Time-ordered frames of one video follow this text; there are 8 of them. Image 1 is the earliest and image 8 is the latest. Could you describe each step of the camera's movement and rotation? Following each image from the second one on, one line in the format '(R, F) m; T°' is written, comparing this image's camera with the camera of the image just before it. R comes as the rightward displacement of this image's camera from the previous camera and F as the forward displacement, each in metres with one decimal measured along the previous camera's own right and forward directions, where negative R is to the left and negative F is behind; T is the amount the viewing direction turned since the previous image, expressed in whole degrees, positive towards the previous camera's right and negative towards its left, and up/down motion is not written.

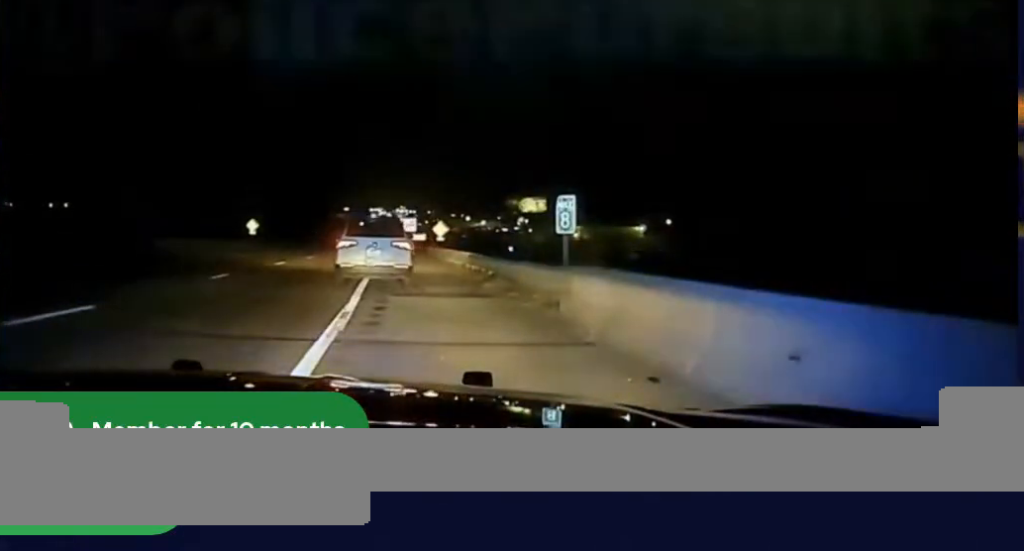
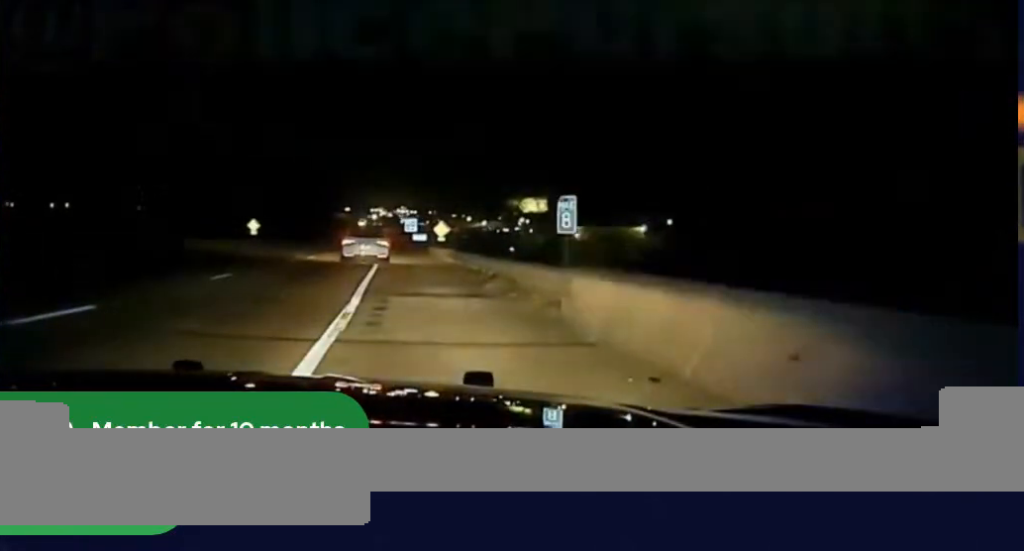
(0.0, 0.0) m; 0°
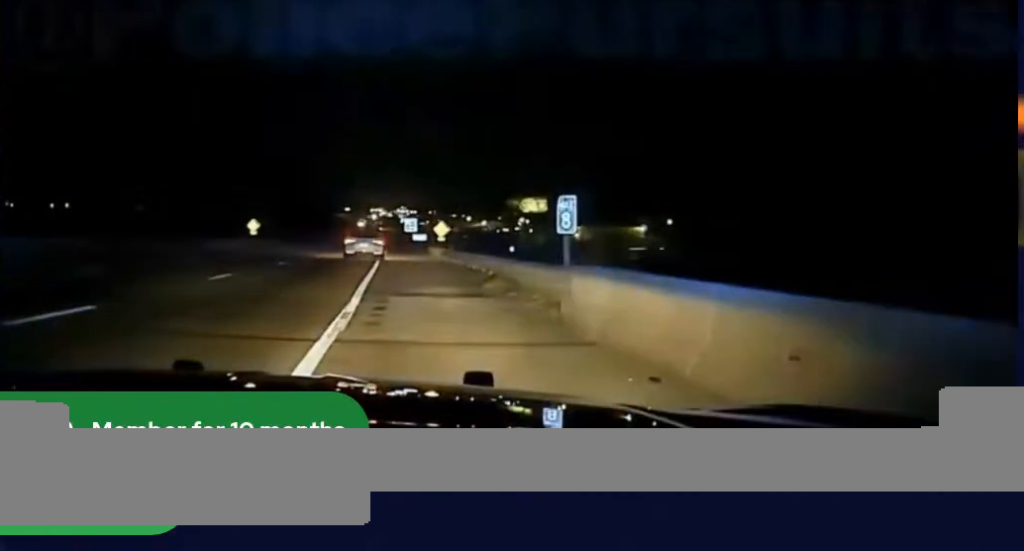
(0.0, 0.0) m; 0°
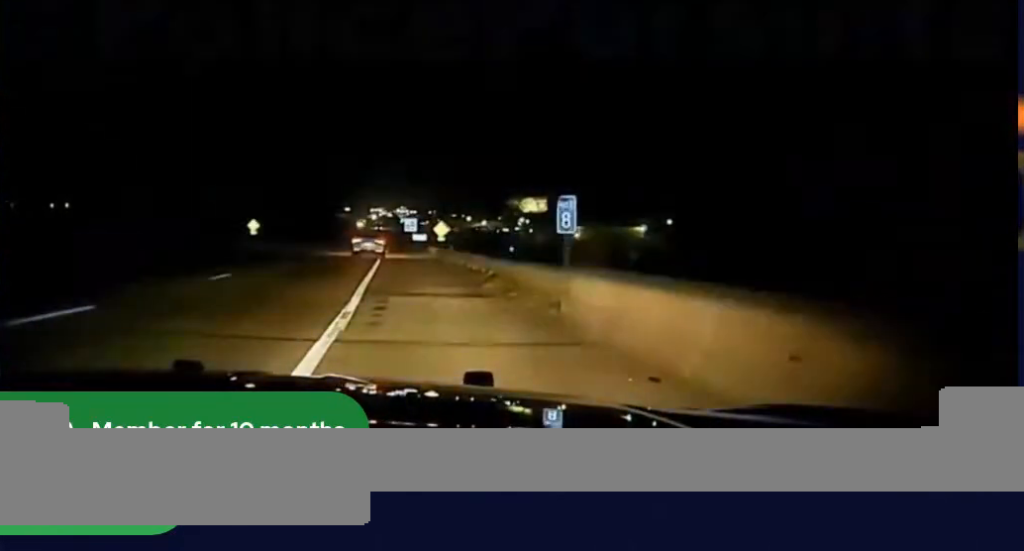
(0.0, 0.0) m; 0°
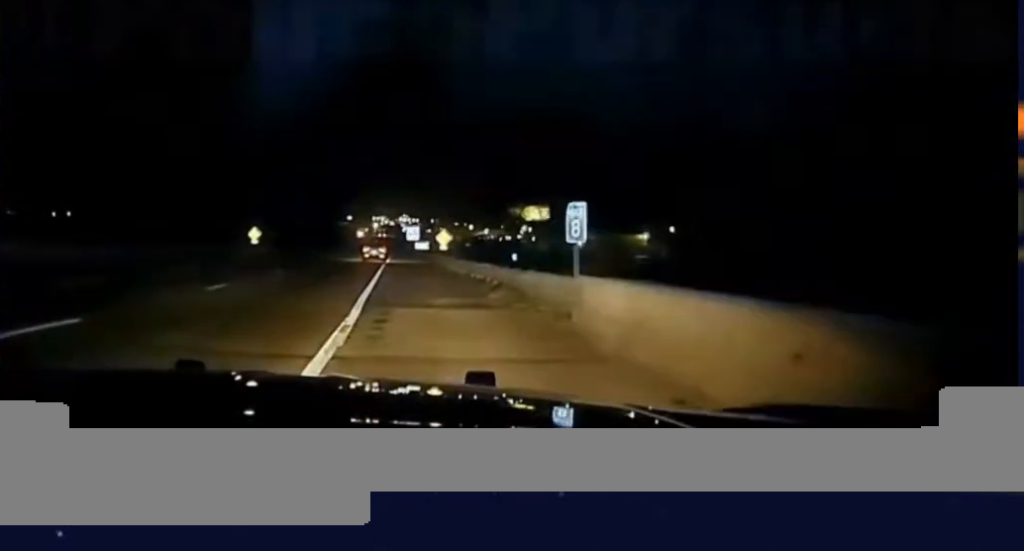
(0.0, +4.2) m; +2°
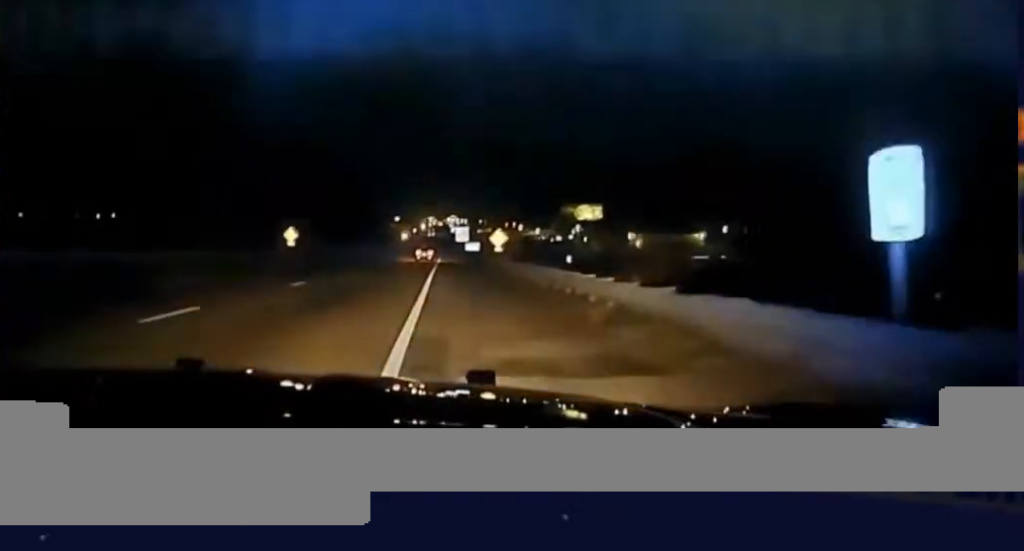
(+0.3, +13.1) m; +2°
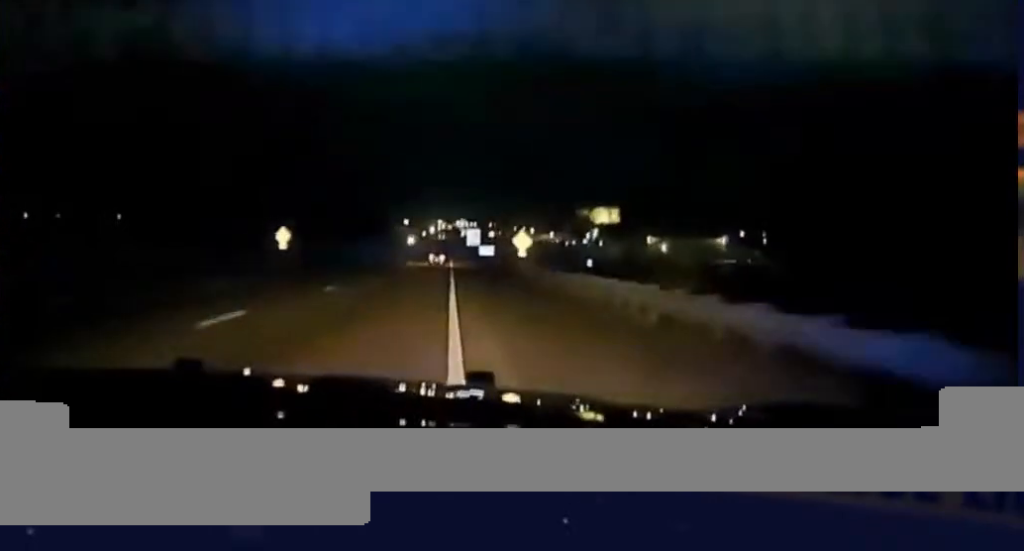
(0.0, +11.8) m; 0°
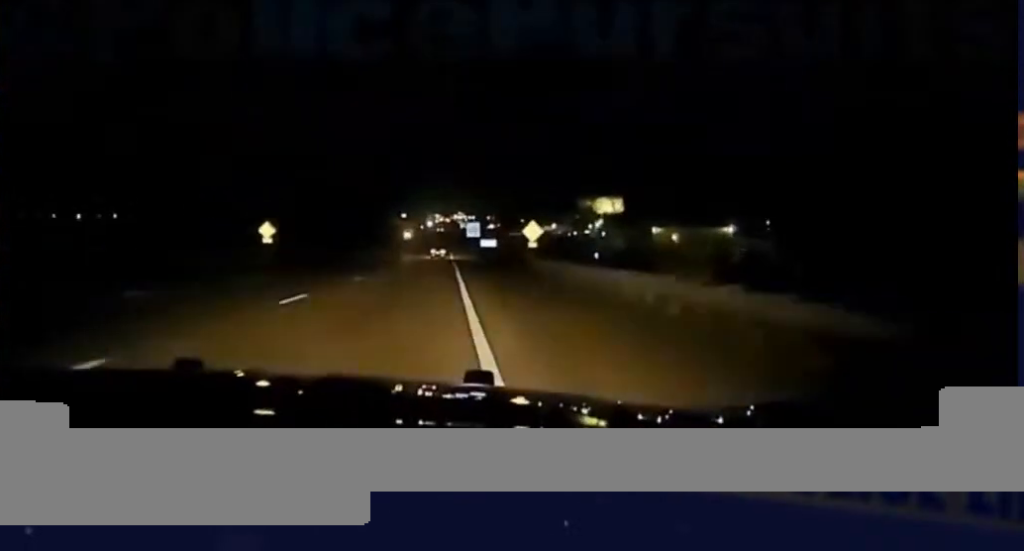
(0.0, +6.8) m; 0°
